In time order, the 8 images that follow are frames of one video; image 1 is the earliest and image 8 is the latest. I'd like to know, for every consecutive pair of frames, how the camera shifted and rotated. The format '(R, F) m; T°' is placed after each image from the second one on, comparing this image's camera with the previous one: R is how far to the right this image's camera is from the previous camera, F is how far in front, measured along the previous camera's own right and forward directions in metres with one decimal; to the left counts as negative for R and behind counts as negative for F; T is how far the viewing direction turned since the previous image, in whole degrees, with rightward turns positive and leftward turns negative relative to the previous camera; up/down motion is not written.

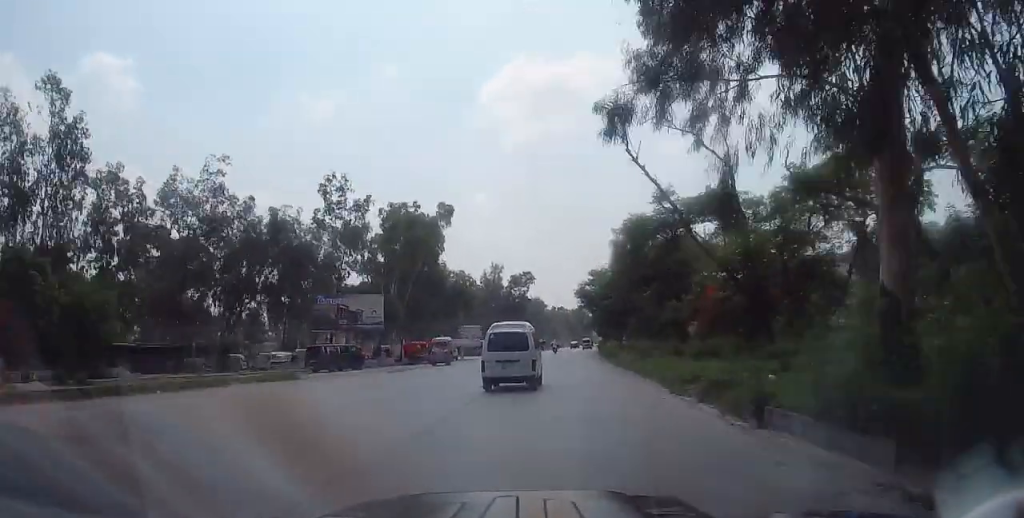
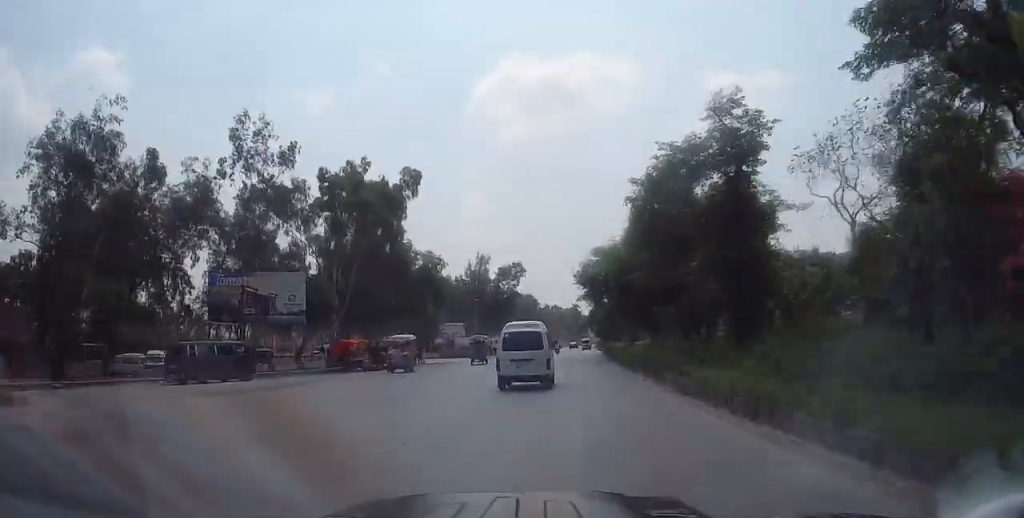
(0.0, +16.3) m; 0°
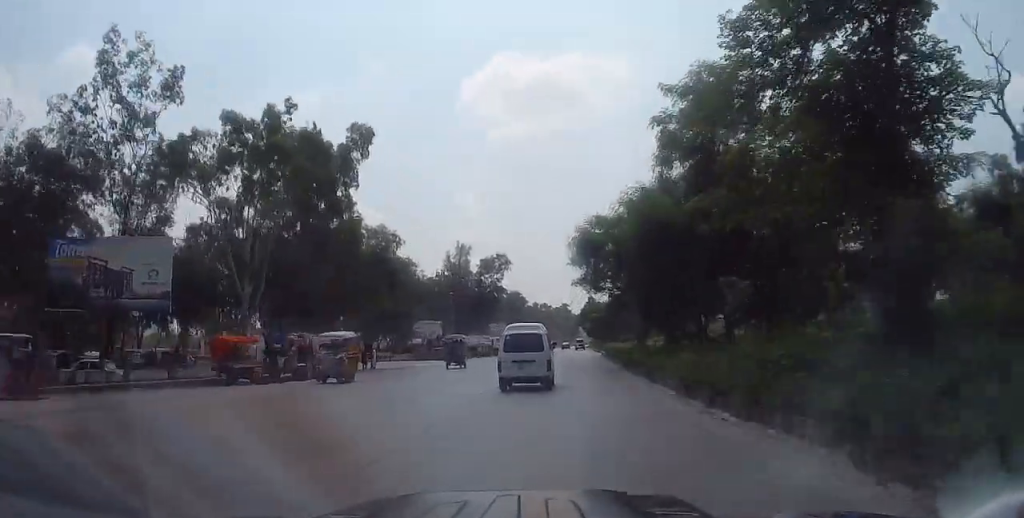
(+0.1, +13.9) m; +1°
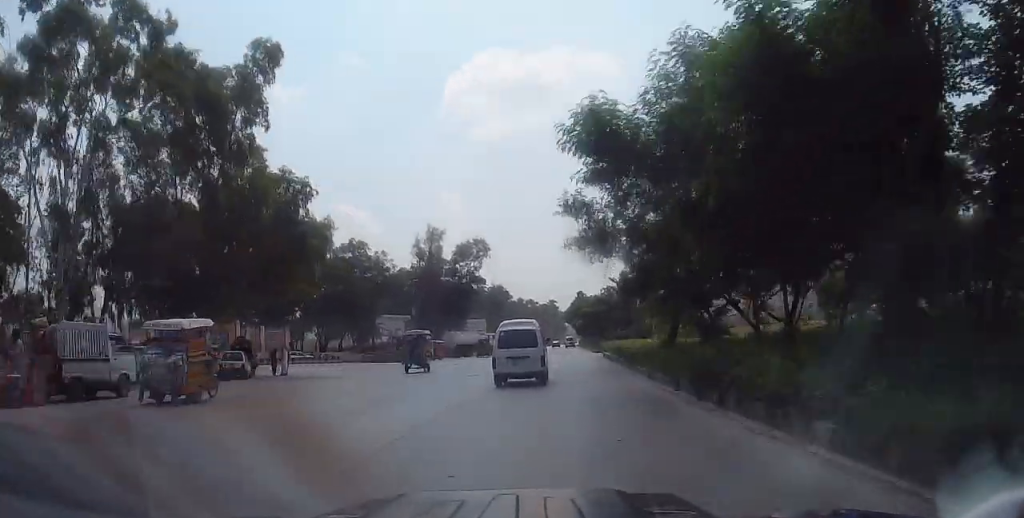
(+0.2, +15.5) m; +2°
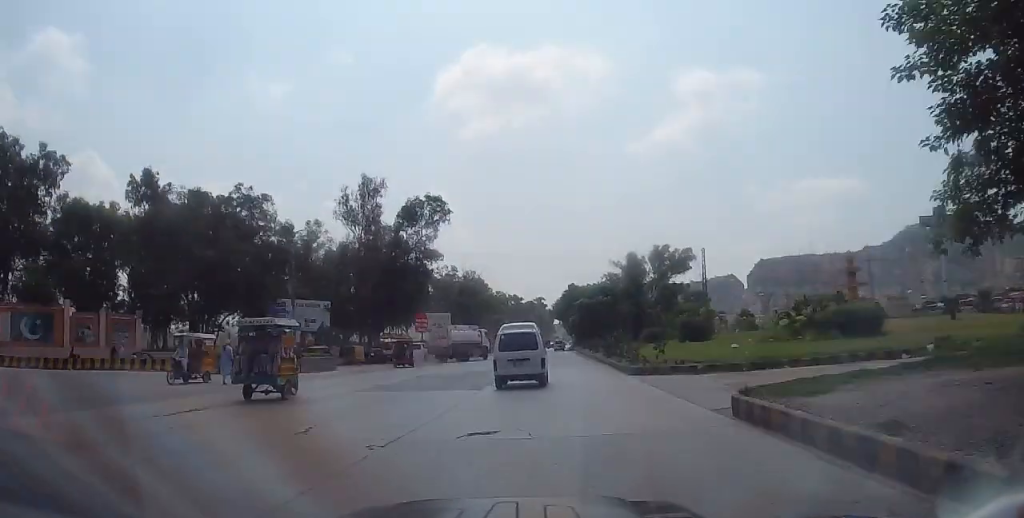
(+0.5, +30.4) m; +1°
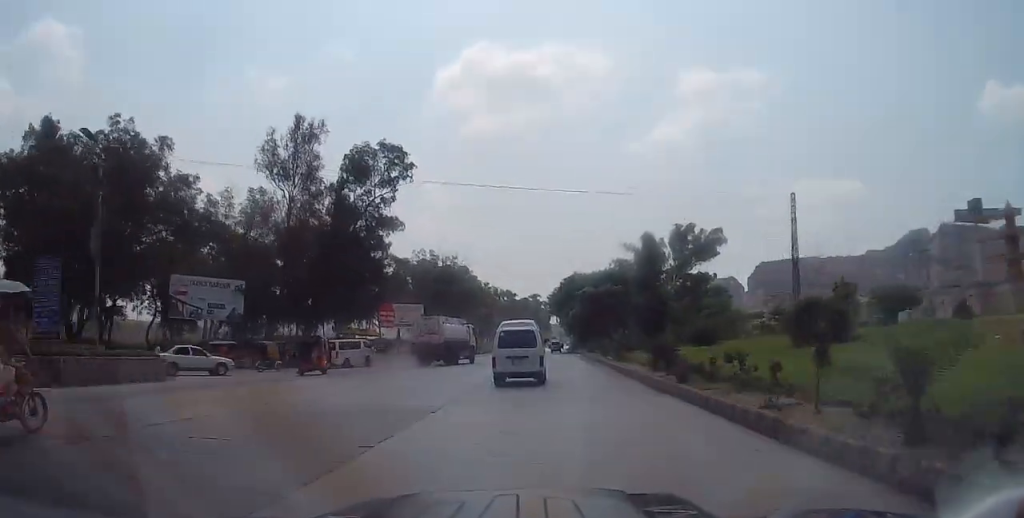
(+0.2, +19.0) m; 0°
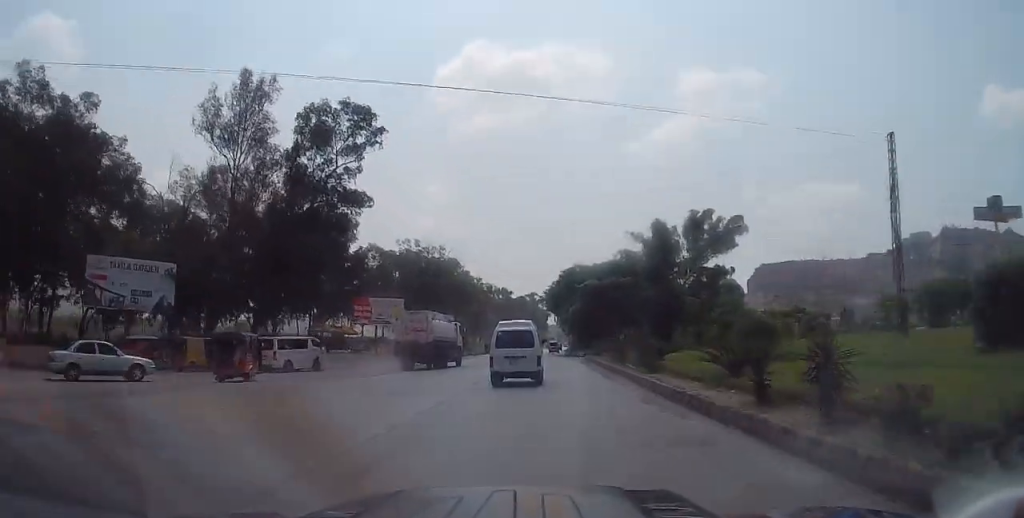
(-0.2, +9.6) m; 0°
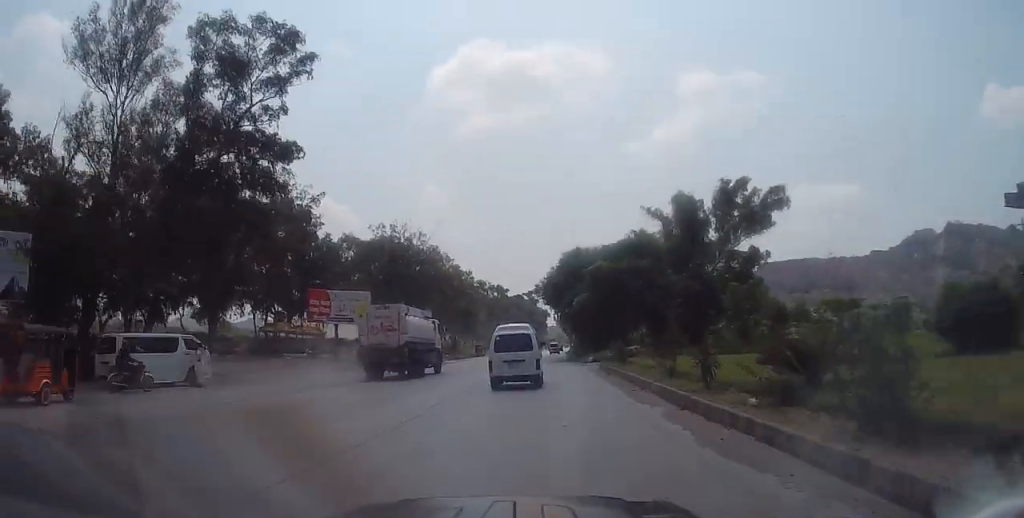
(+0.3, +13.3) m; 0°
